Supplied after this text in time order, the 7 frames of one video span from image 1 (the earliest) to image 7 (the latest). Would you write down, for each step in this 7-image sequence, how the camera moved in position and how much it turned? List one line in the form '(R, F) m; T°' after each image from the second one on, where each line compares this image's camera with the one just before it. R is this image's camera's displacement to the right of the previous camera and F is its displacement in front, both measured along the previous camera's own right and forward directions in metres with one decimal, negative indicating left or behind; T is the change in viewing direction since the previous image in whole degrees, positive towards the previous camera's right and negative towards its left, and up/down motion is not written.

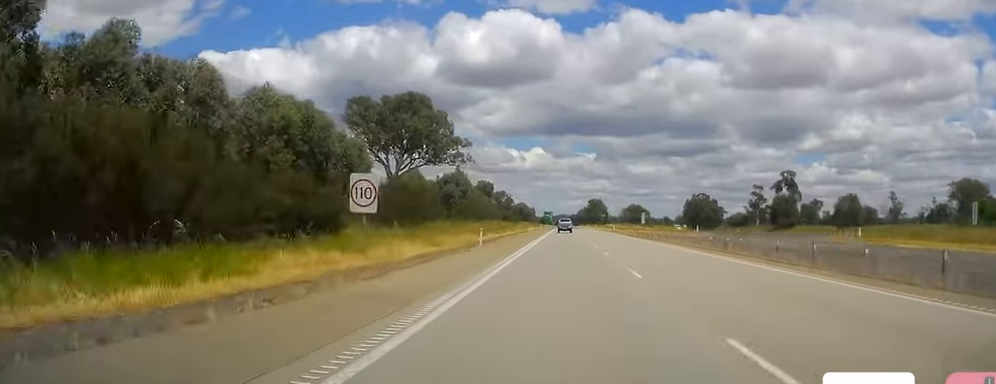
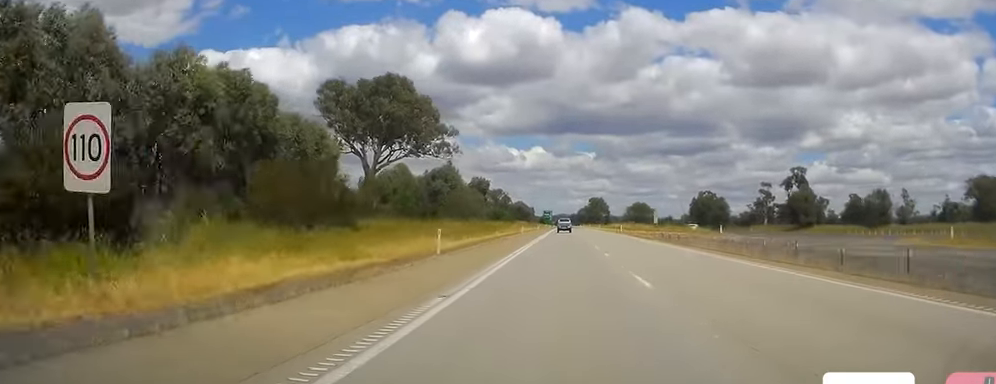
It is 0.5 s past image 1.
(0.0, +14.4) m; 0°
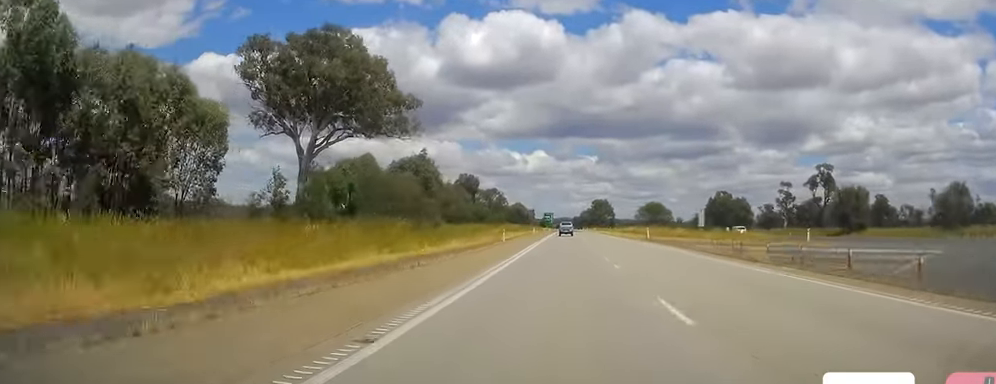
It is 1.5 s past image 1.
(0.0, +28.9) m; 0°
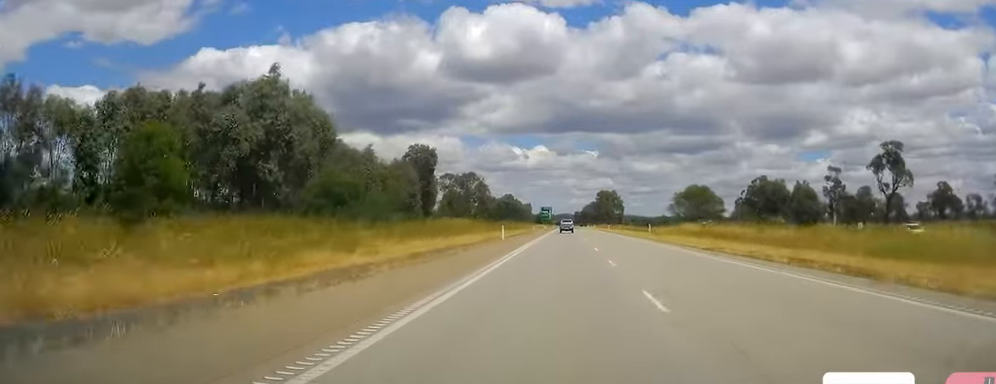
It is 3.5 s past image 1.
(0.0, +58.5) m; 0°
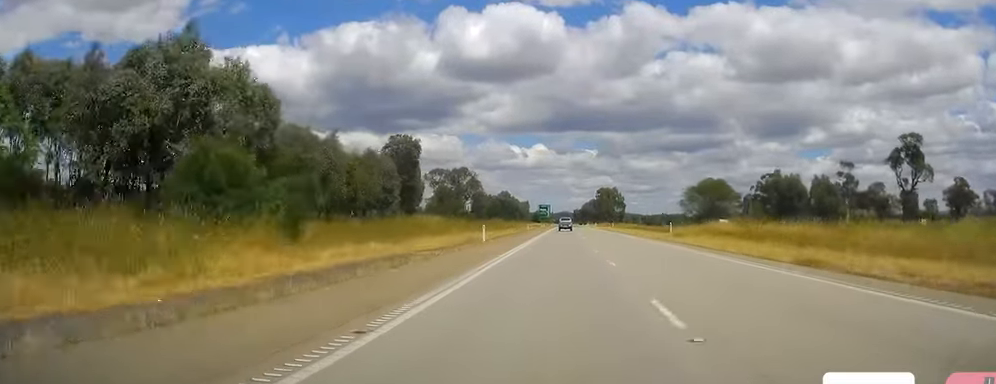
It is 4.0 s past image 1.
(0.0, +13.4) m; 0°
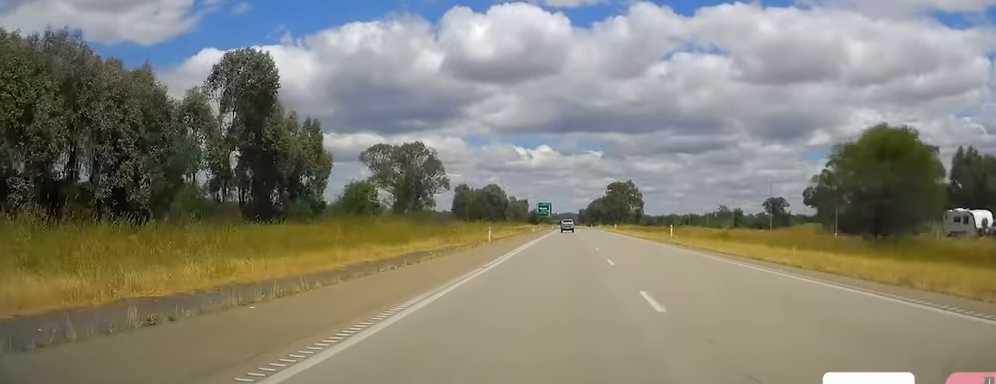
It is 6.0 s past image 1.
(0.0, +58.6) m; 0°
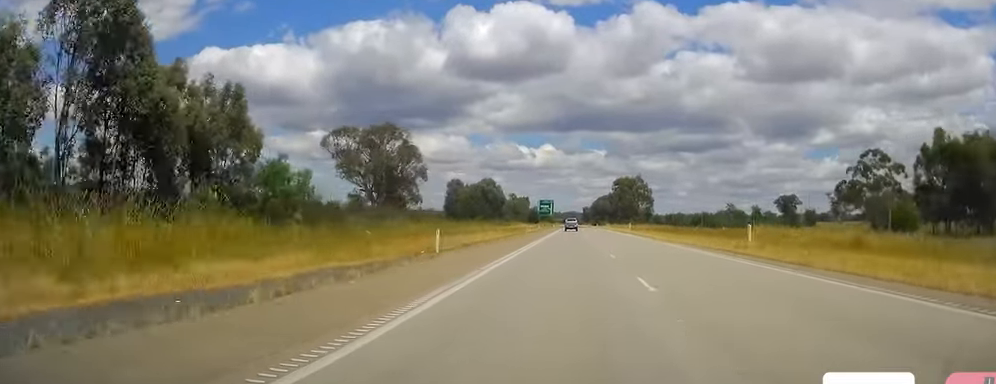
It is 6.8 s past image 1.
(0.0, +21.1) m; 0°
